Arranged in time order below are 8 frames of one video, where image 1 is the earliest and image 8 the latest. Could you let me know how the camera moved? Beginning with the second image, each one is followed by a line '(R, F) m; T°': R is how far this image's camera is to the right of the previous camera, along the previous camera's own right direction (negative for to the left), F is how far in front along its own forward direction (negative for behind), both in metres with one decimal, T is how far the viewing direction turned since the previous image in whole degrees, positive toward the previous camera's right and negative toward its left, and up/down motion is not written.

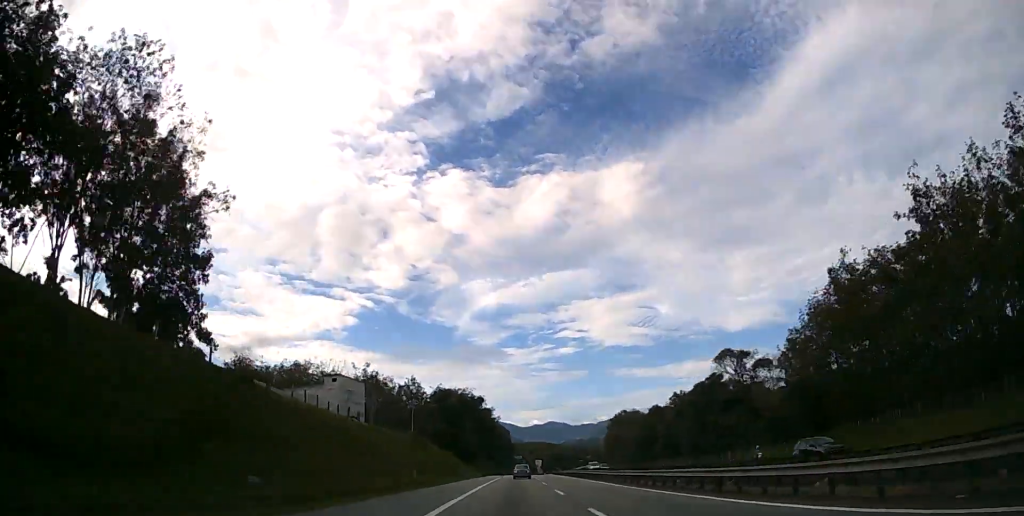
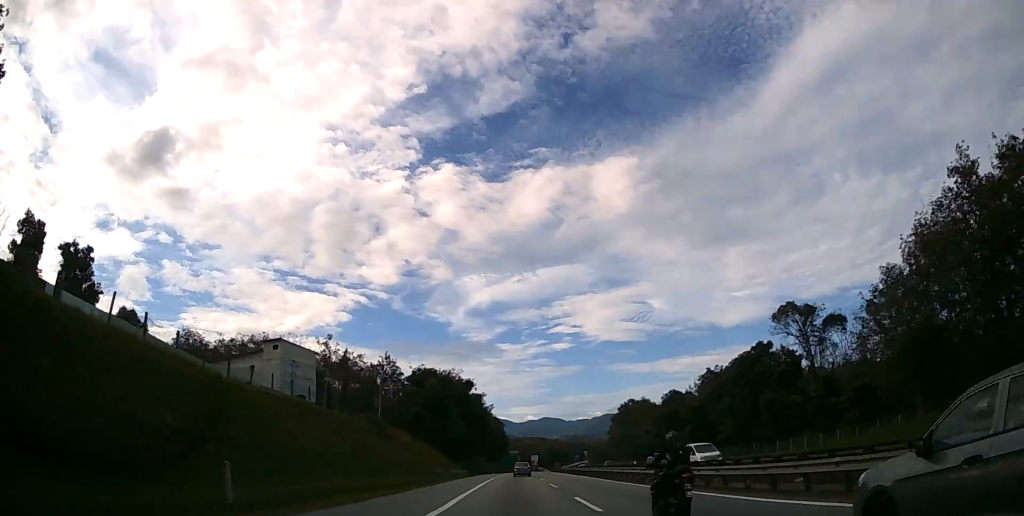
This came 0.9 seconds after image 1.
(+0.1, +21.8) m; 0°
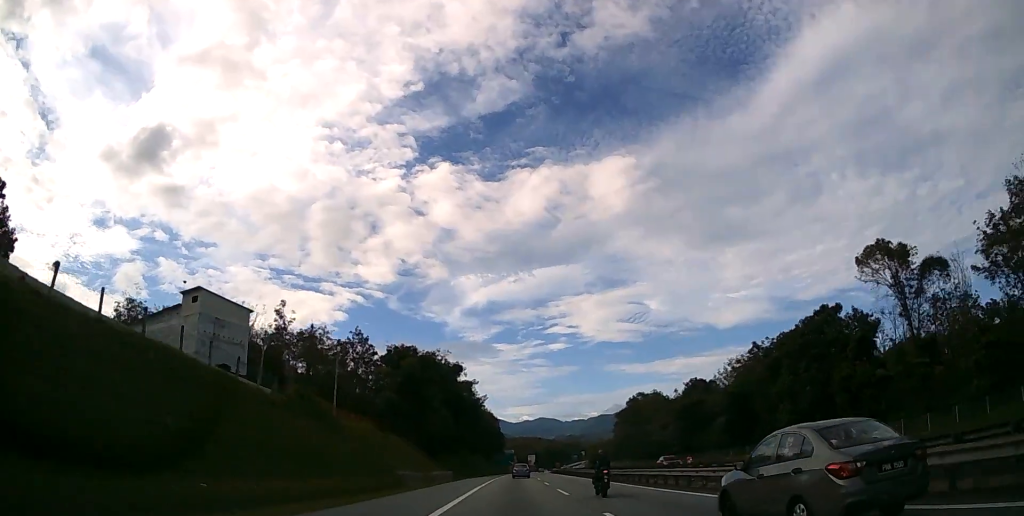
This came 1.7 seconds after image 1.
(0.0, +19.1) m; 0°
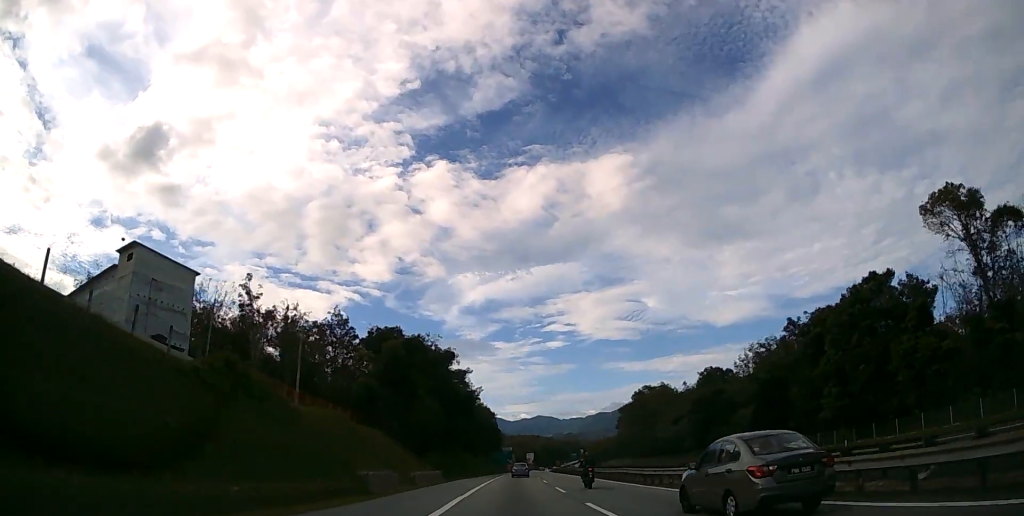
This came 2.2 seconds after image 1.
(0.0, +10.5) m; 0°
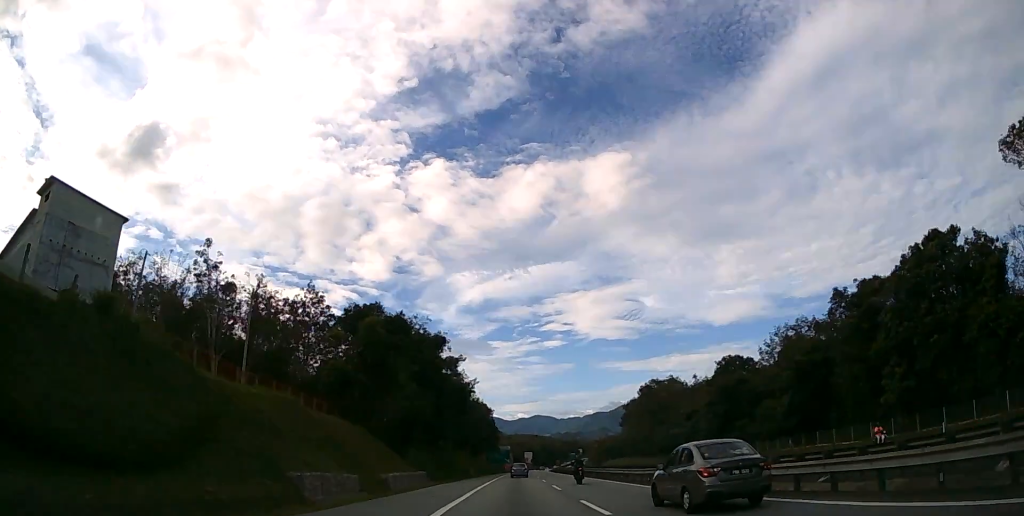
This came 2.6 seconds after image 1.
(+0.1, +10.5) m; 0°
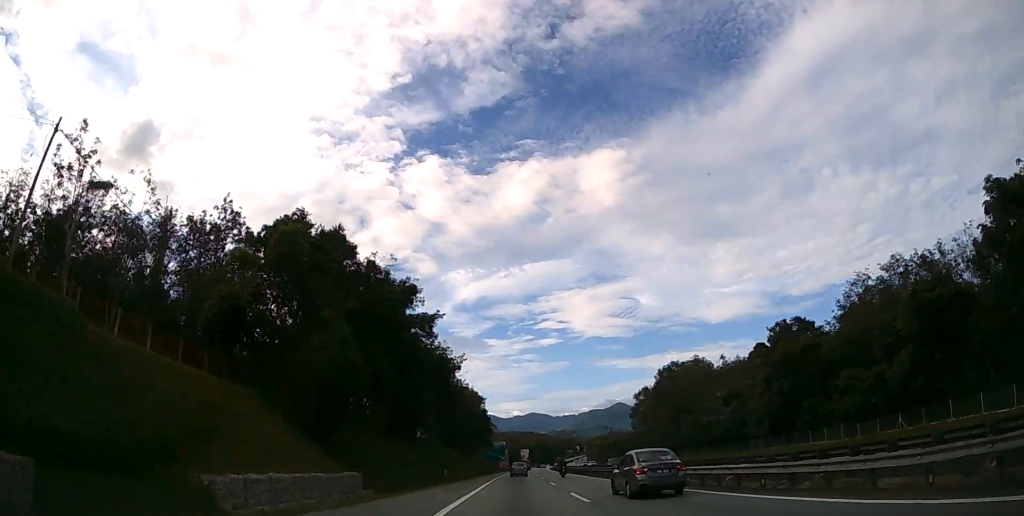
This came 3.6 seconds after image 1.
(+0.1, +22.9) m; 0°
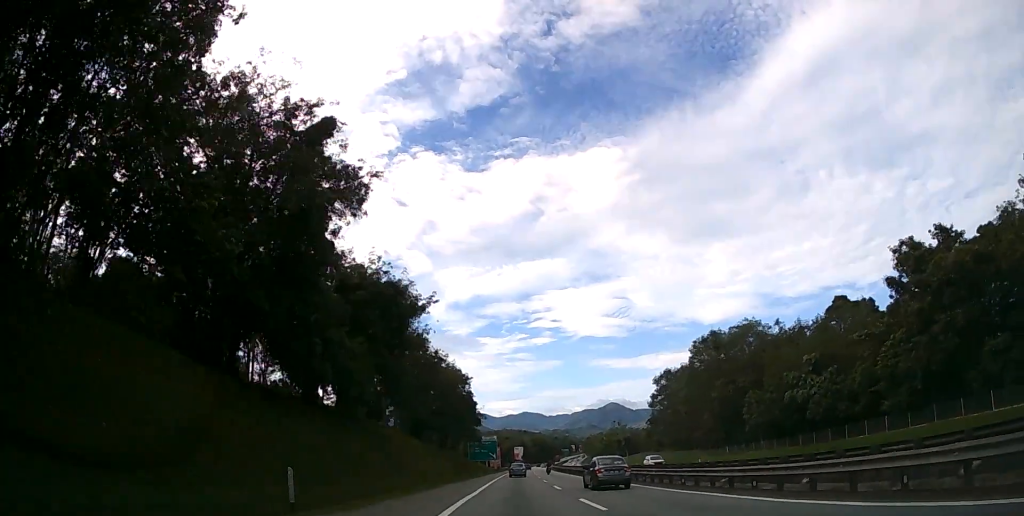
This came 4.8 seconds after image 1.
(+0.1, +30.1) m; +1°
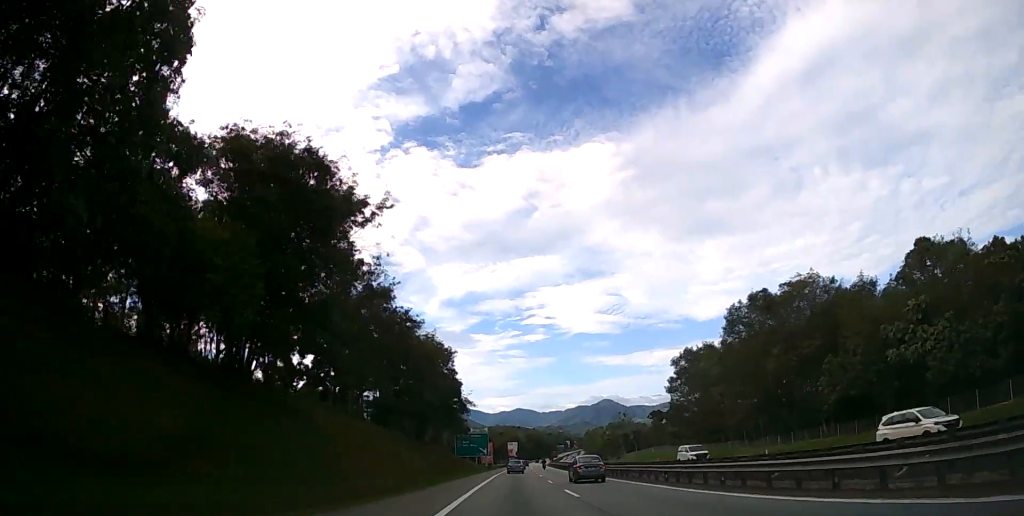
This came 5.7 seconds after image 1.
(+0.1, +20.6) m; +1°
